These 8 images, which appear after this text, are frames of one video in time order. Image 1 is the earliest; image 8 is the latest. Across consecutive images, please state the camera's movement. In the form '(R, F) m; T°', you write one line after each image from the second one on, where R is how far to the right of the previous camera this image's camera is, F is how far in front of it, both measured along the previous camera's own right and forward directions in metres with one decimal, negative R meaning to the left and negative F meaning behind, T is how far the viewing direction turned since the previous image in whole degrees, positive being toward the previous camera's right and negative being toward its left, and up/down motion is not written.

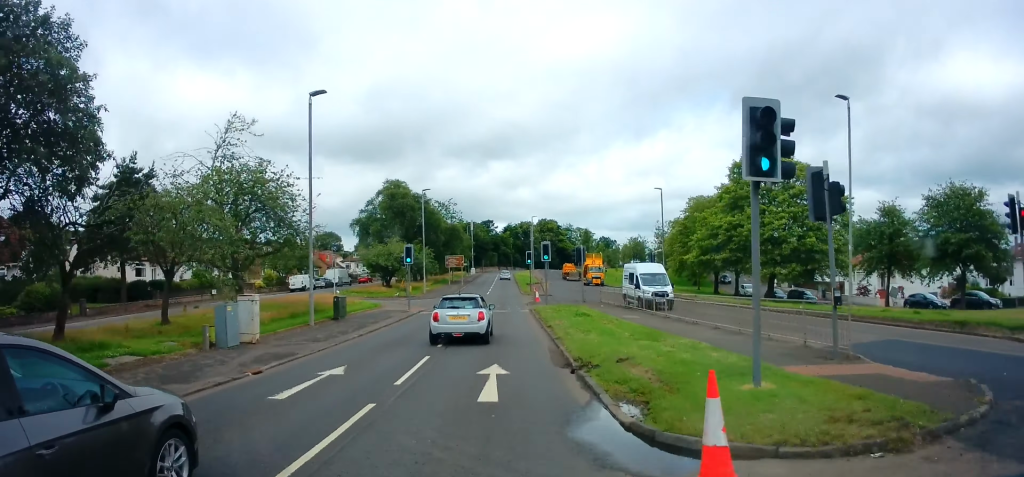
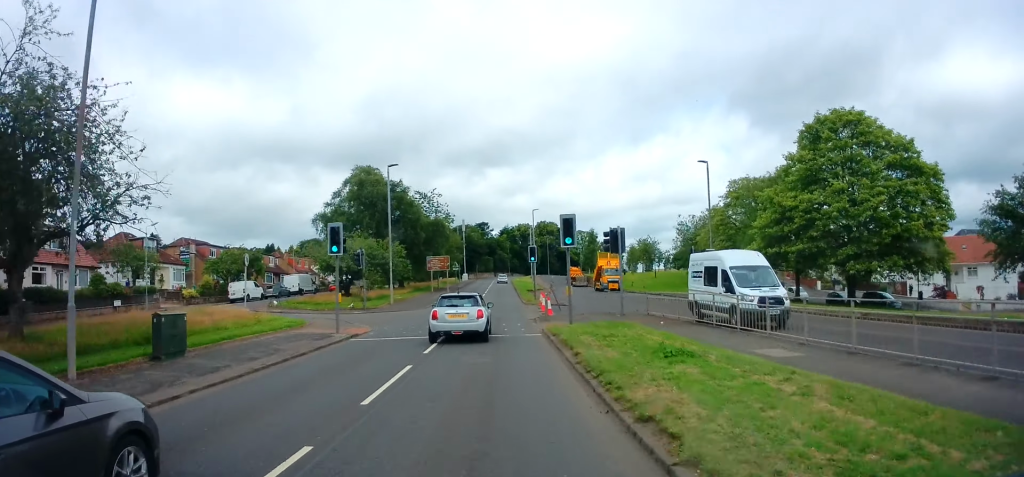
(+0.4, +14.2) m; -1°
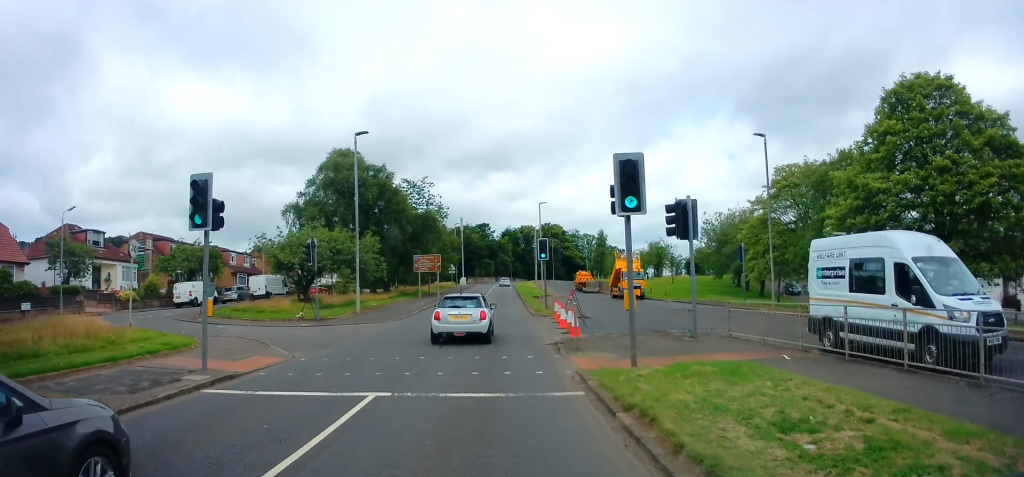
(-0.3, +9.5) m; -1°
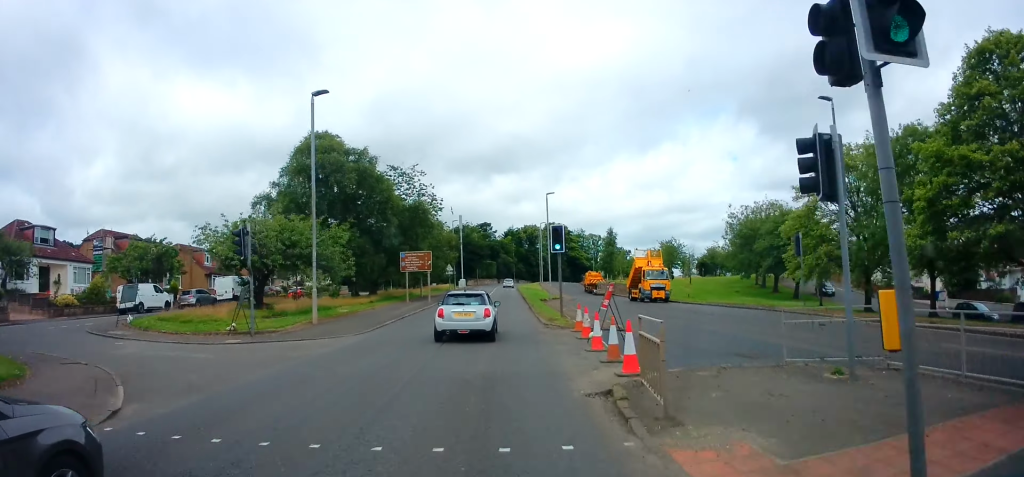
(-0.3, +7.5) m; 0°
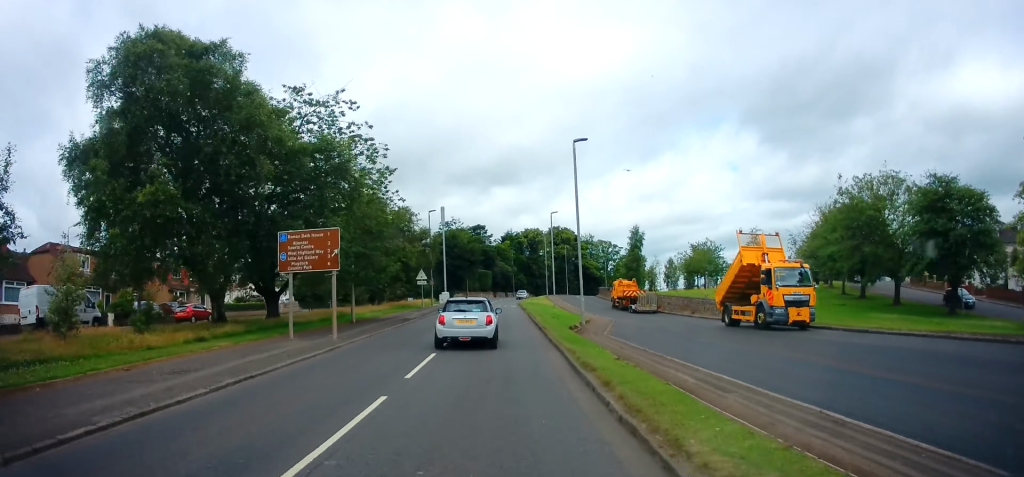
(+0.4, +23.1) m; +1°
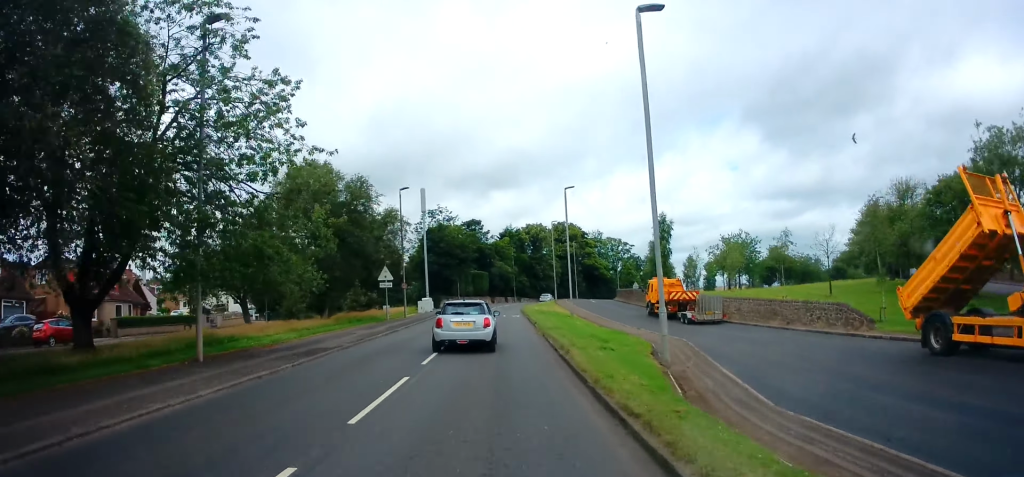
(0.0, +15.6) m; 0°
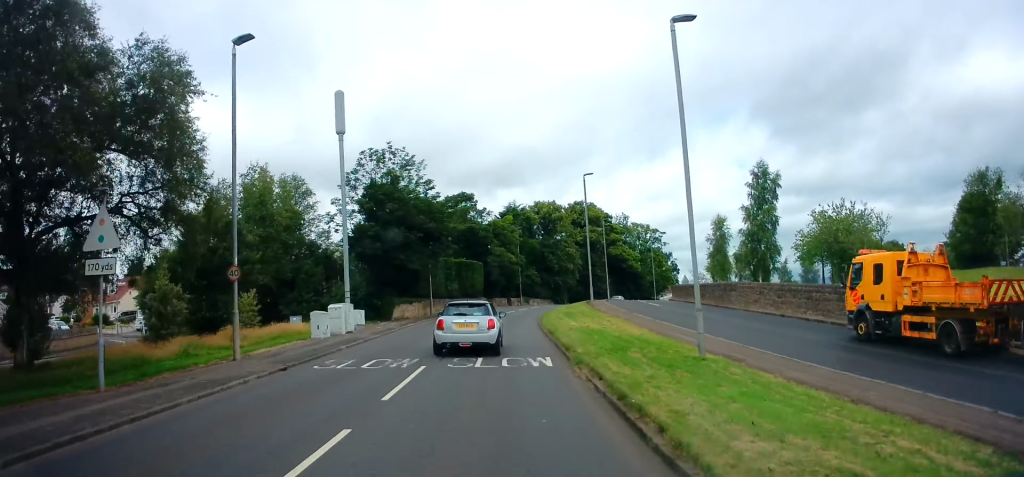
(-0.3, +28.5) m; 0°
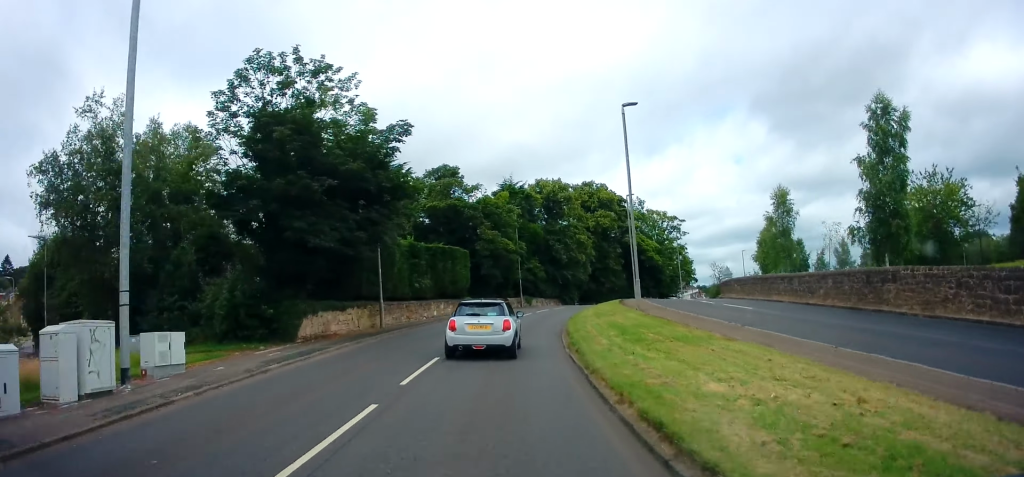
(+0.4, +16.4) m; +1°
